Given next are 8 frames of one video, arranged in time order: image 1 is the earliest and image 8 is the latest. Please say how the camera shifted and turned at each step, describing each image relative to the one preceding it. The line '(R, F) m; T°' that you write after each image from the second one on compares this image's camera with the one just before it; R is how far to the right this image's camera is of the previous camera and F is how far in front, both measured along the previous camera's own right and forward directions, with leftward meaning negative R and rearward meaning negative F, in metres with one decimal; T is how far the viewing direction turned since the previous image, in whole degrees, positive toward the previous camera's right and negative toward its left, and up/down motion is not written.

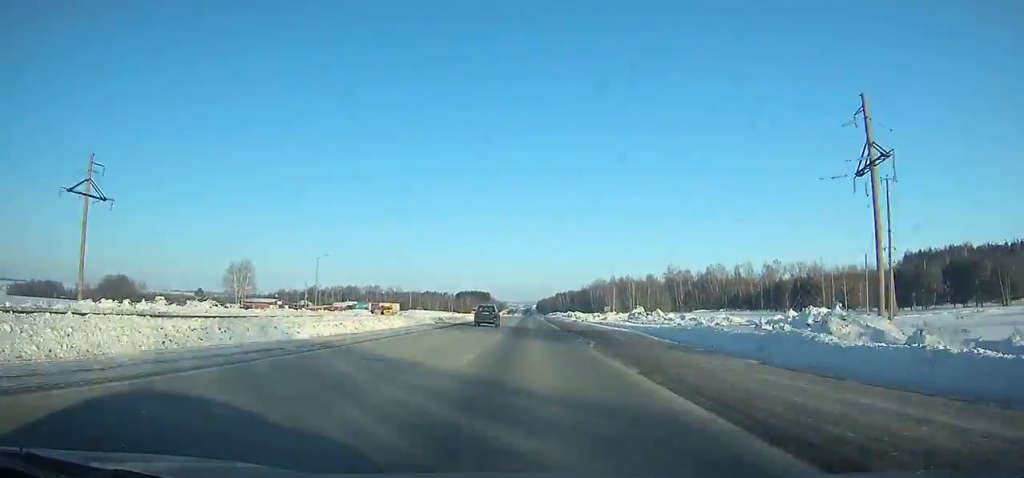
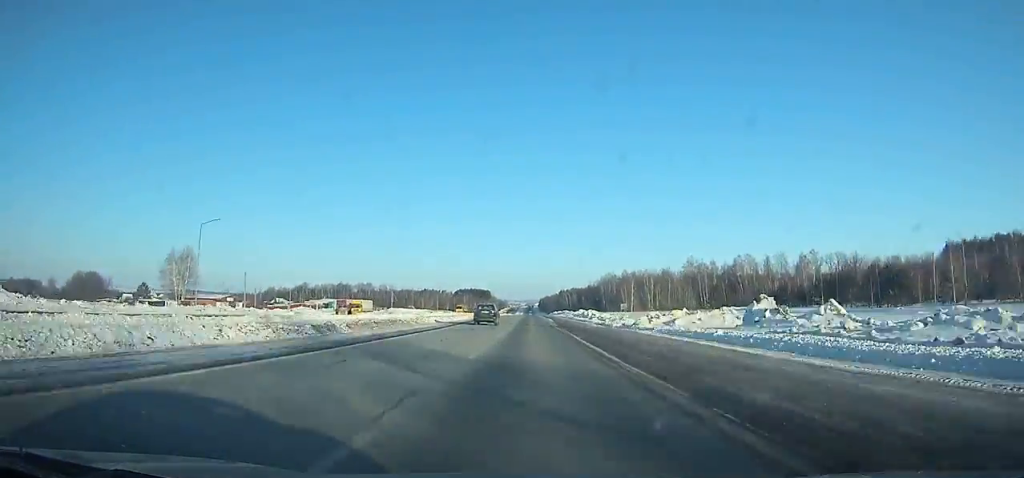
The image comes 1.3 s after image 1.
(-0.1, +34.8) m; 0°
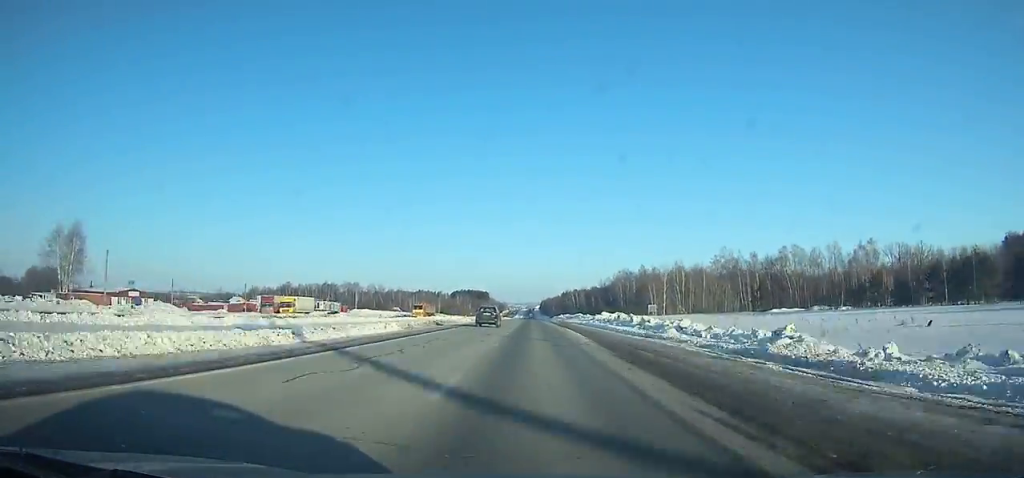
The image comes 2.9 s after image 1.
(-0.1, +42.7) m; 0°
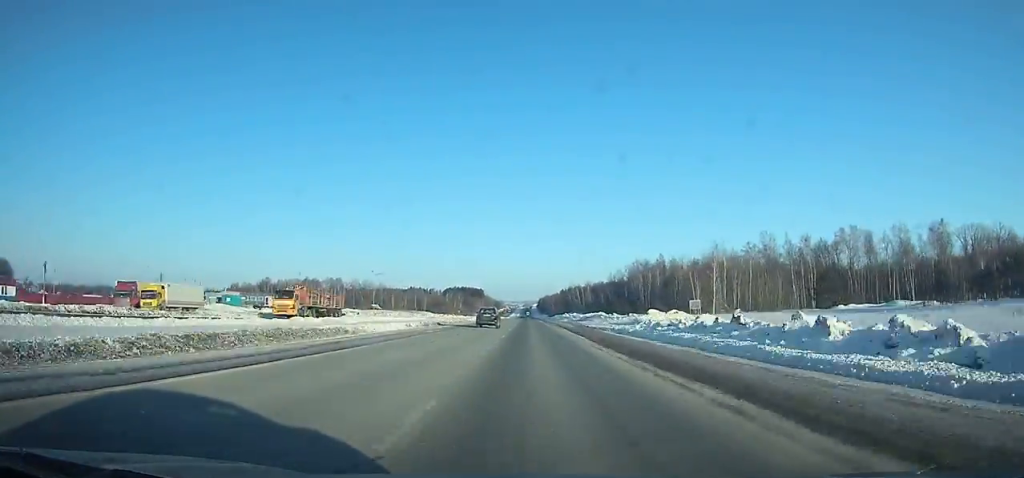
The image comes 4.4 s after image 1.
(0.0, +39.3) m; 0°
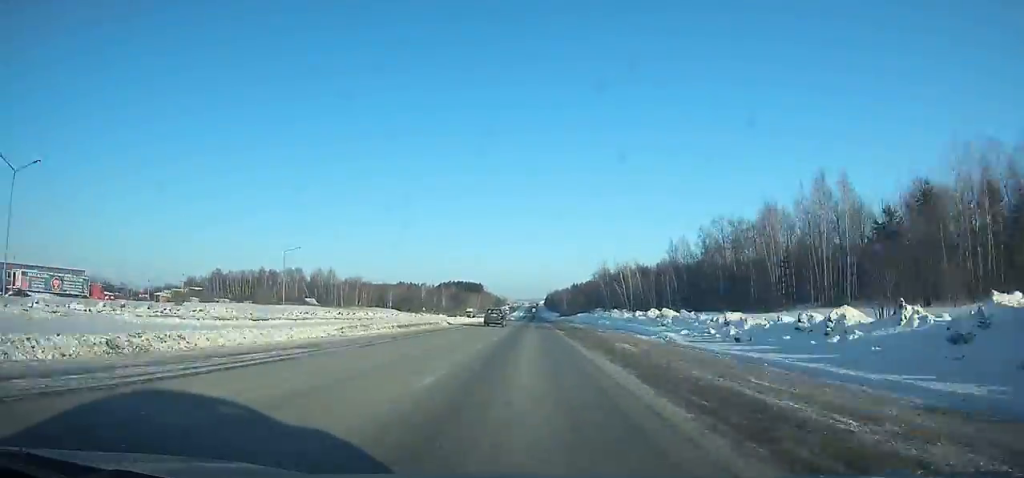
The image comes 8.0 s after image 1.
(+0.1, +93.5) m; 0°
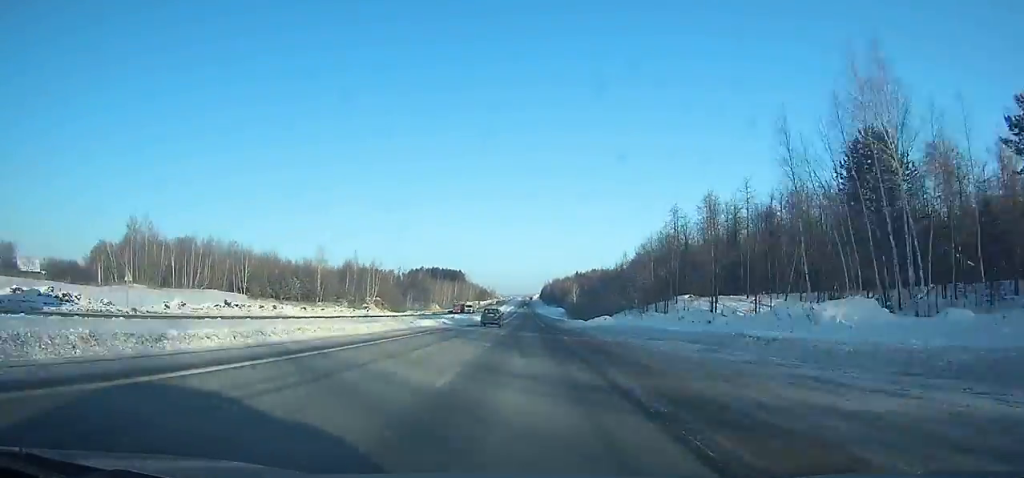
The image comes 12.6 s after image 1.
(-0.1, +119.8) m; 0°
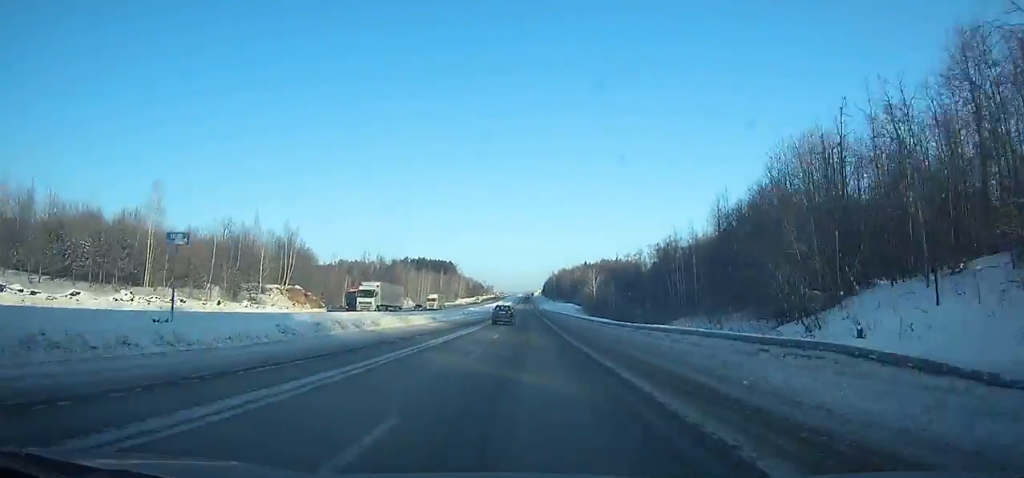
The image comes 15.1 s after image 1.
(-0.1, +65.9) m; 0°
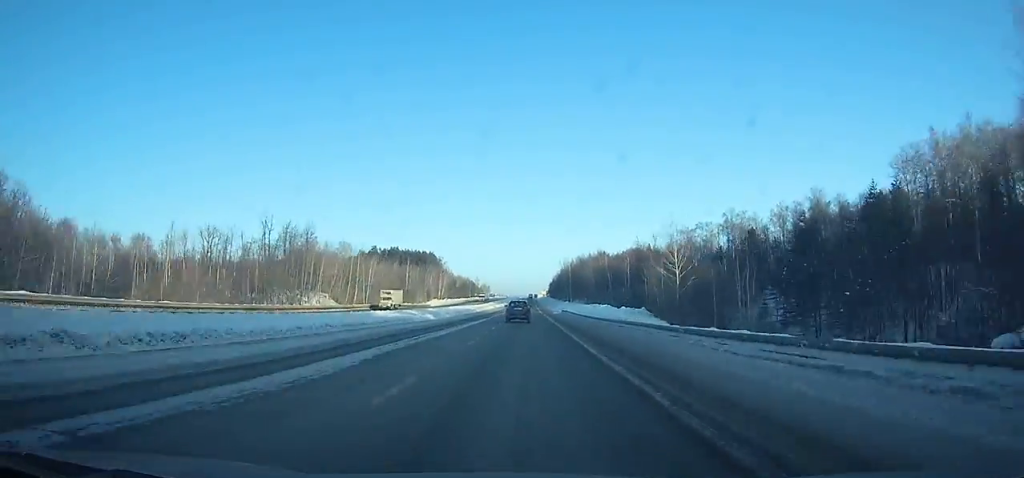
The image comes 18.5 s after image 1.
(+0.1, +90.5) m; 0°
